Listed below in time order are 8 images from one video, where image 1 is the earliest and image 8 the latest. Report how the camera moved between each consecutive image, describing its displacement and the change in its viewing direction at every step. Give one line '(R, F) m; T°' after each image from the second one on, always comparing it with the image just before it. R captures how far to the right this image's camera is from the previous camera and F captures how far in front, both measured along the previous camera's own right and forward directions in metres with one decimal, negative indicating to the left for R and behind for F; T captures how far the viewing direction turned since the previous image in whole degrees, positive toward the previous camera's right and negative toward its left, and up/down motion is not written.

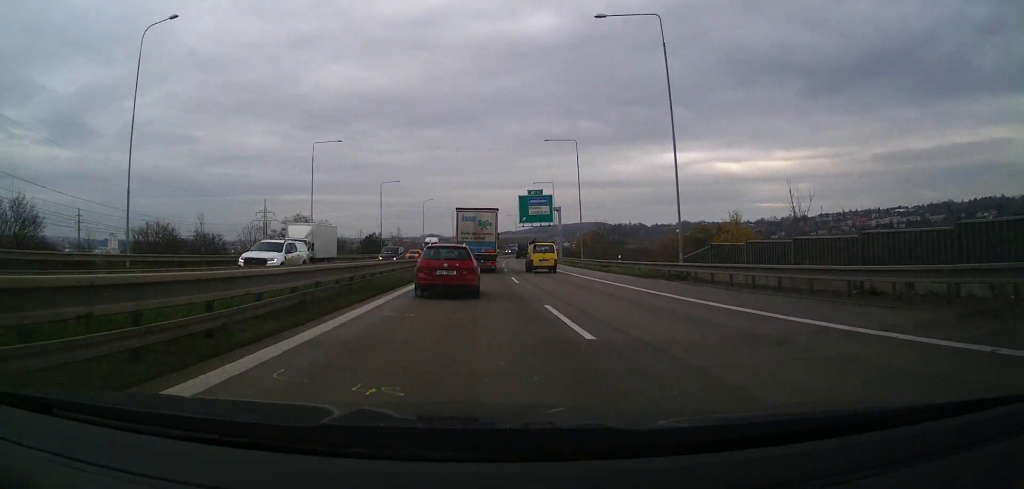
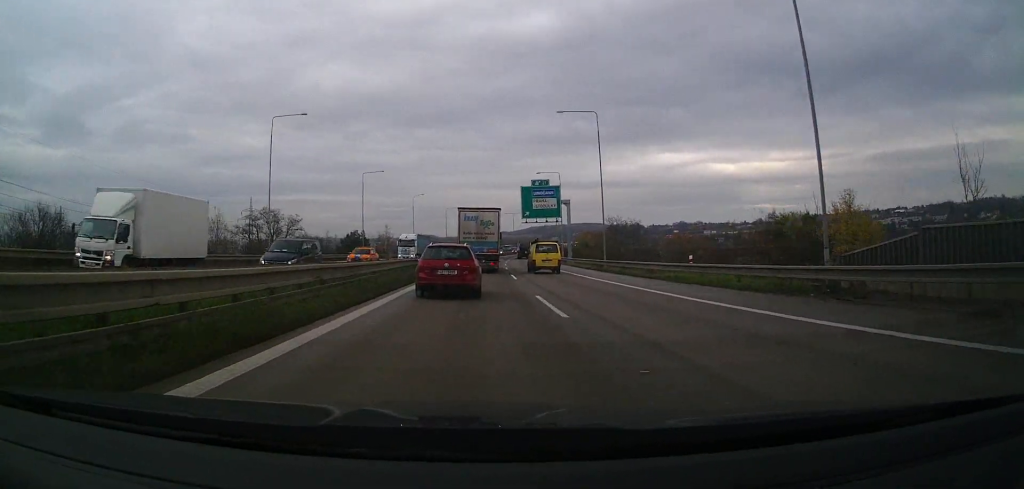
(+0.3, +14.6) m; 0°
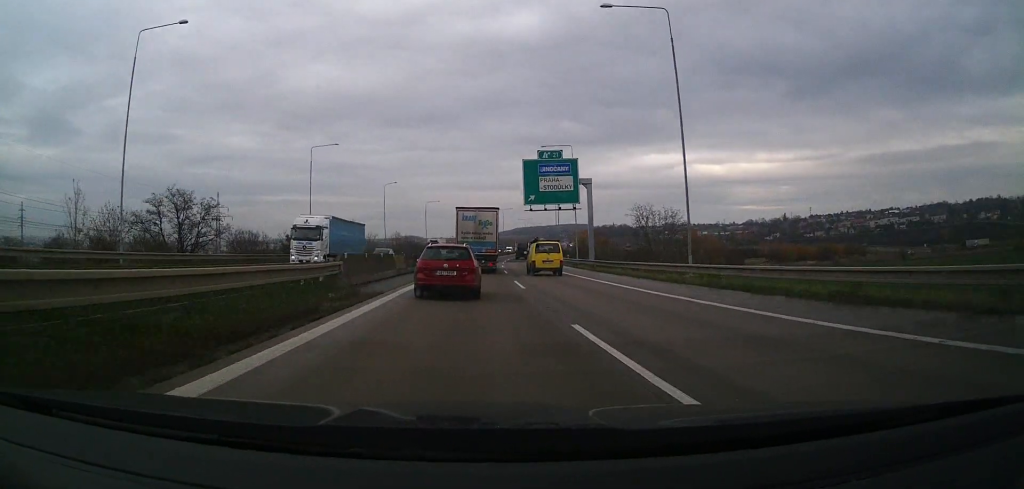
(-0.3, +25.5) m; 0°
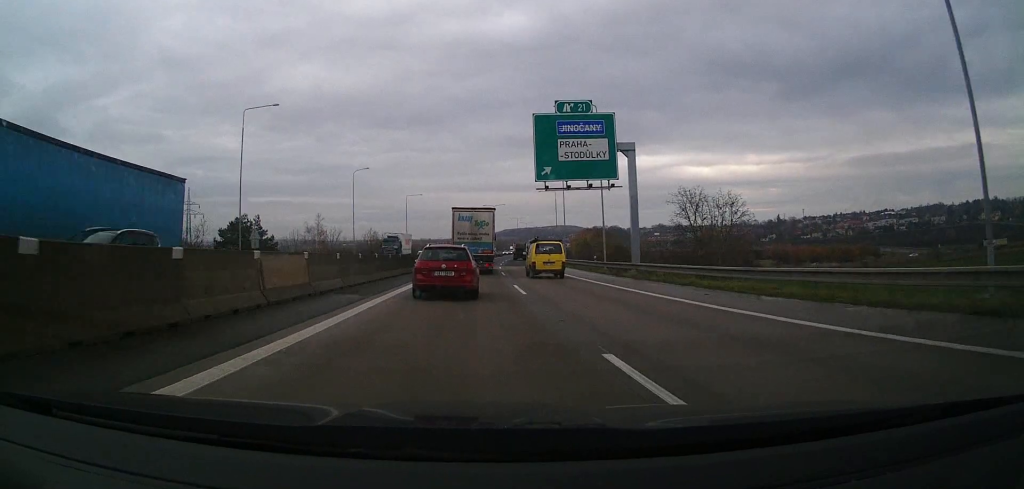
(+0.1, +20.9) m; +1°
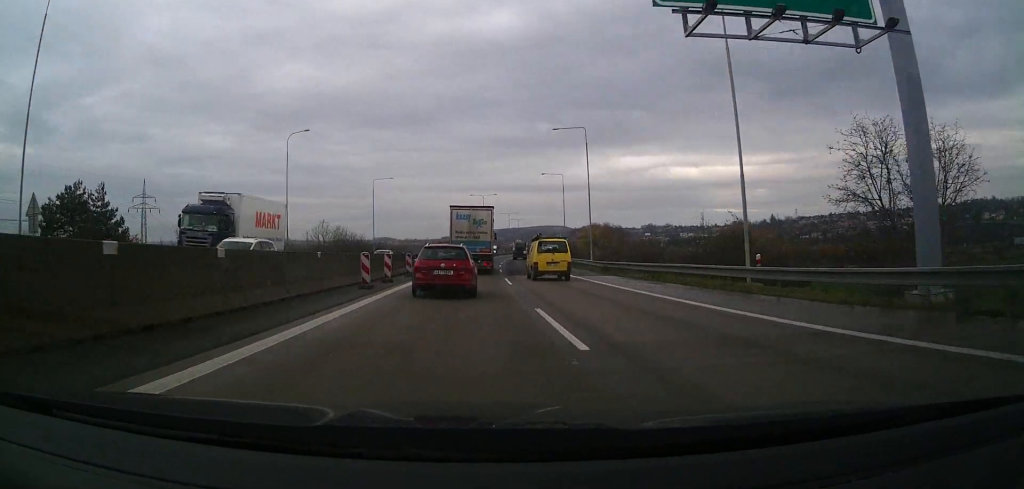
(+0.5, +29.9) m; +2°
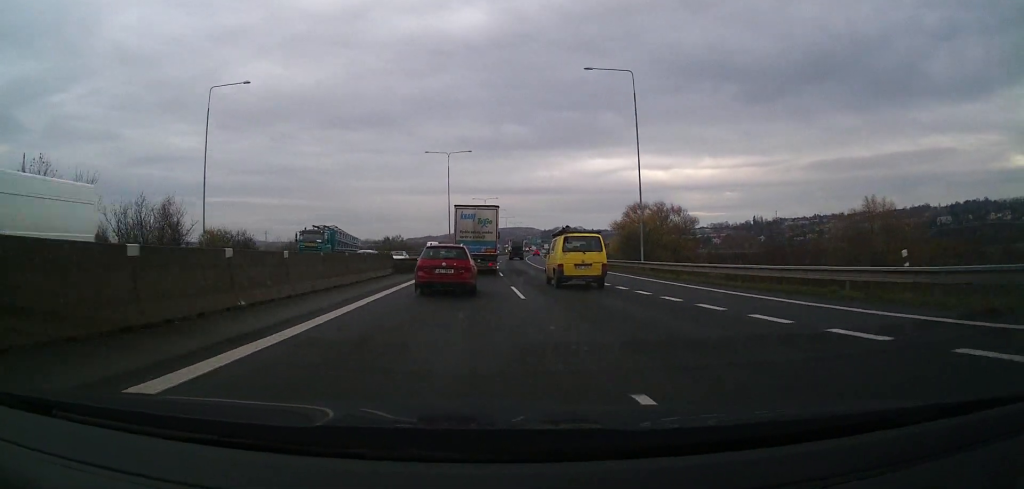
(+1.3, +62.5) m; +2°
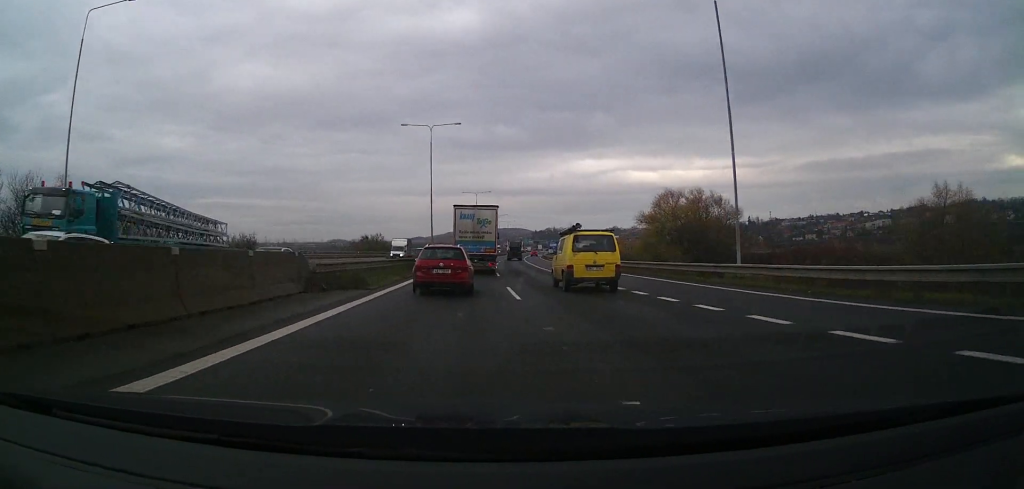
(+0.1, +18.1) m; +1°
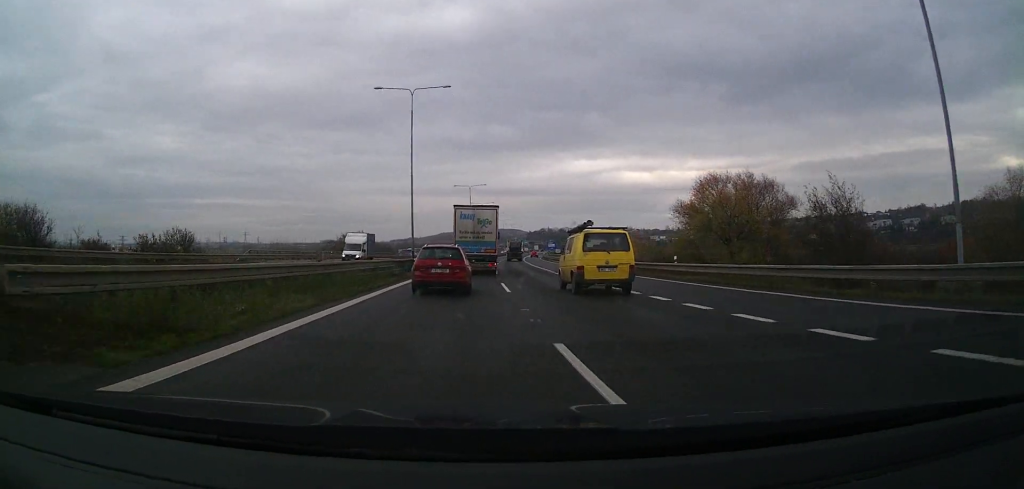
(0.0, +14.5) m; +1°
